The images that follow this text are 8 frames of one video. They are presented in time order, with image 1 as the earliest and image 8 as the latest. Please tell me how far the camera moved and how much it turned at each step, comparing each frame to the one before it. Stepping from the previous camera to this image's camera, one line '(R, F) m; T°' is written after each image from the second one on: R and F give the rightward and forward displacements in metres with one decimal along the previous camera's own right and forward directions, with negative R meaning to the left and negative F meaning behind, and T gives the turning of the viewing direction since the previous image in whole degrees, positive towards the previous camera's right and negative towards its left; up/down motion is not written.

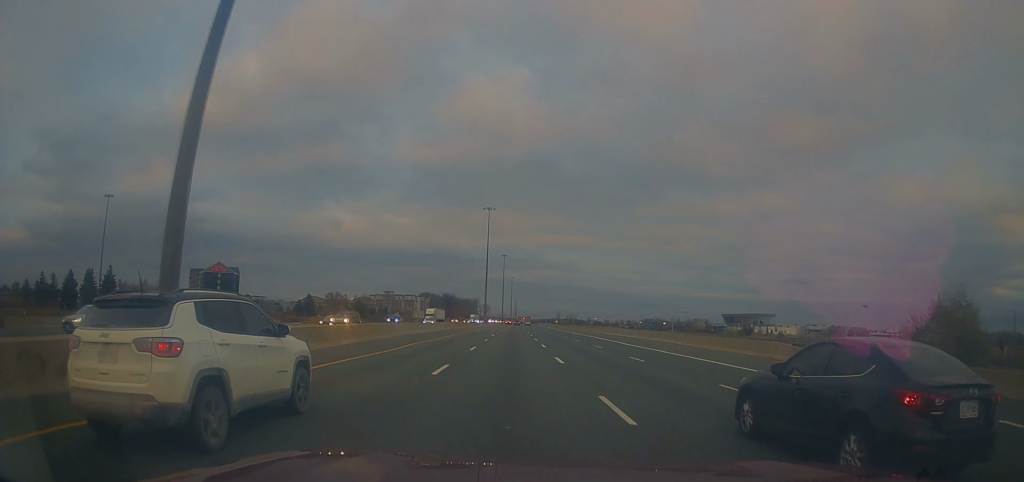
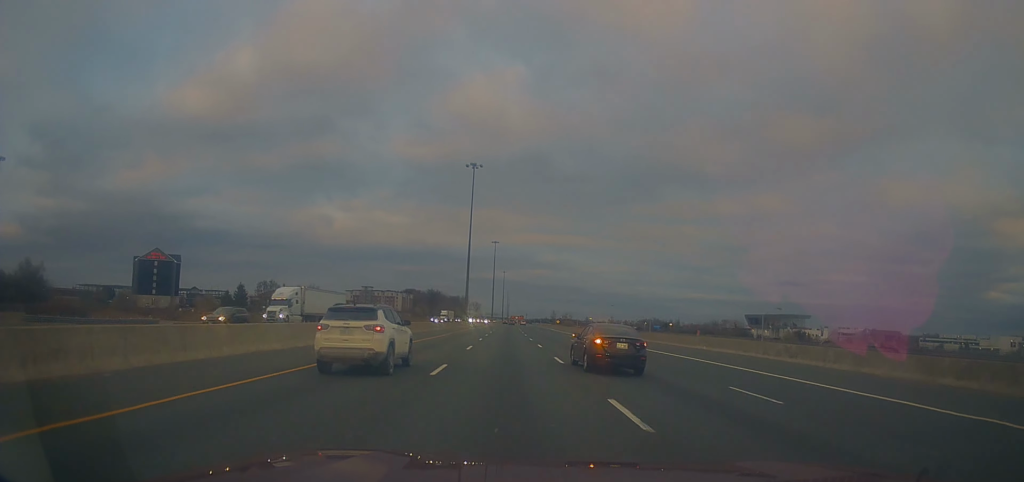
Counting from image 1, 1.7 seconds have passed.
(0.0, +49.5) m; +1°
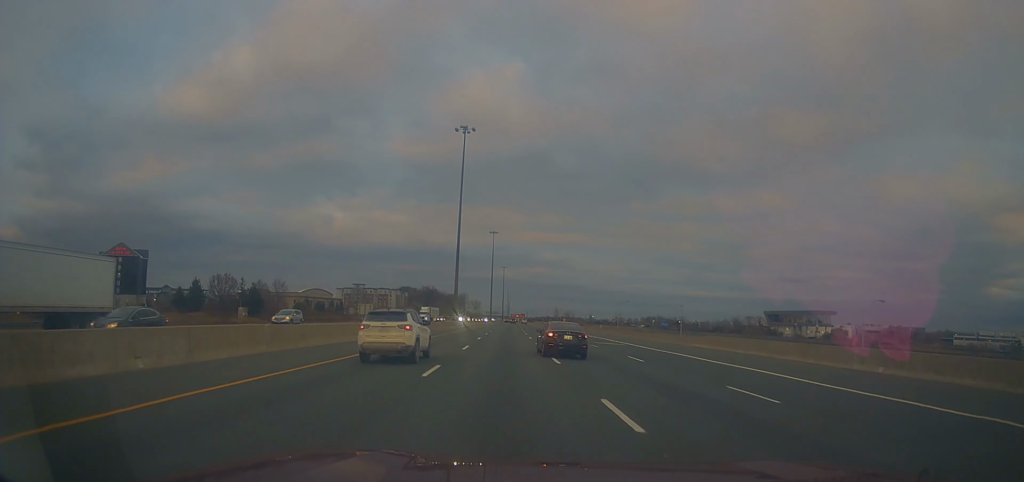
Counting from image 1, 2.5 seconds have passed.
(+0.1, +24.7) m; 0°
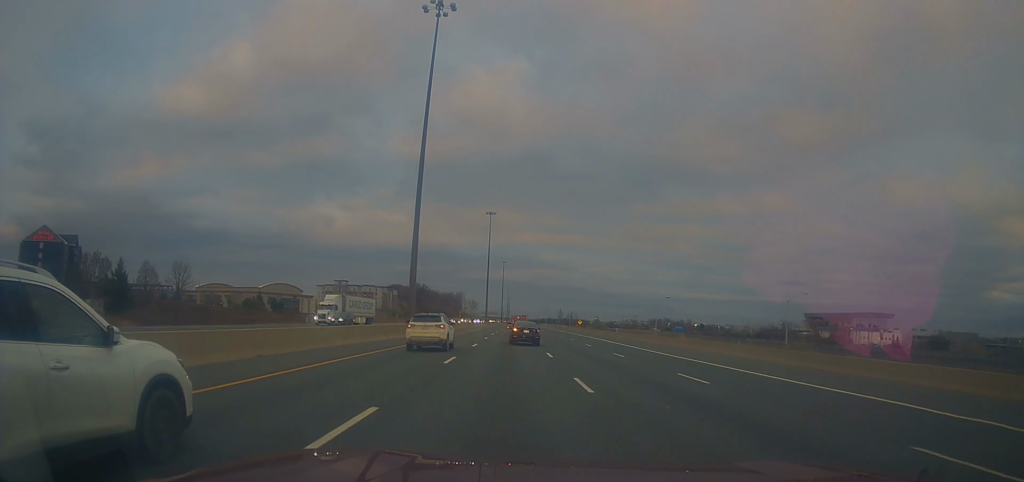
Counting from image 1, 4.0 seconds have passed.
(-0.1, +44.4) m; 0°
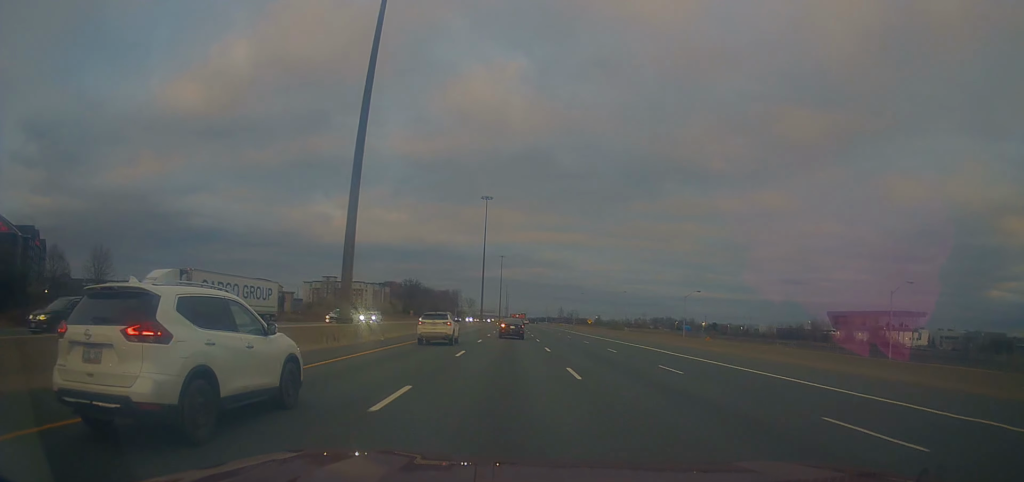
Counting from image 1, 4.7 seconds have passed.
(+0.2, +21.7) m; +1°
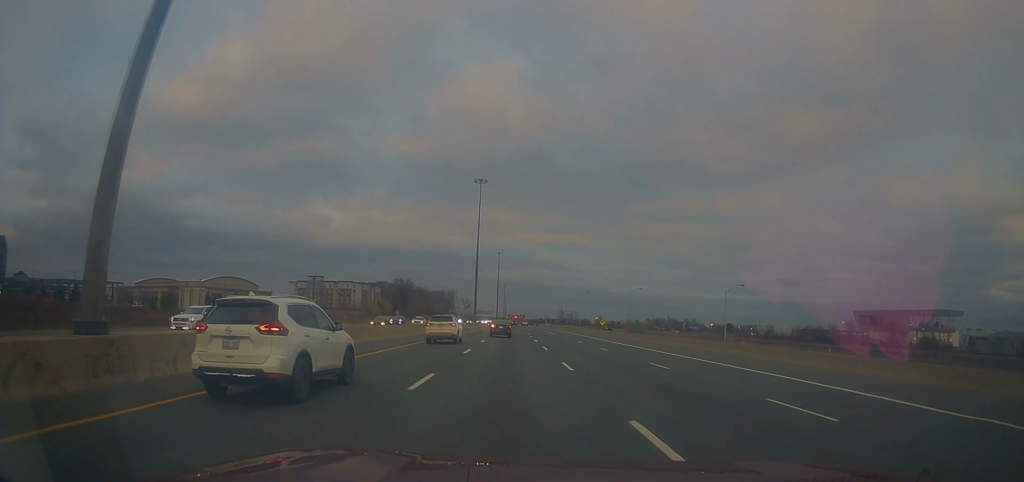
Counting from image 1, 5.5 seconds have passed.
(+0.2, +21.7) m; 0°
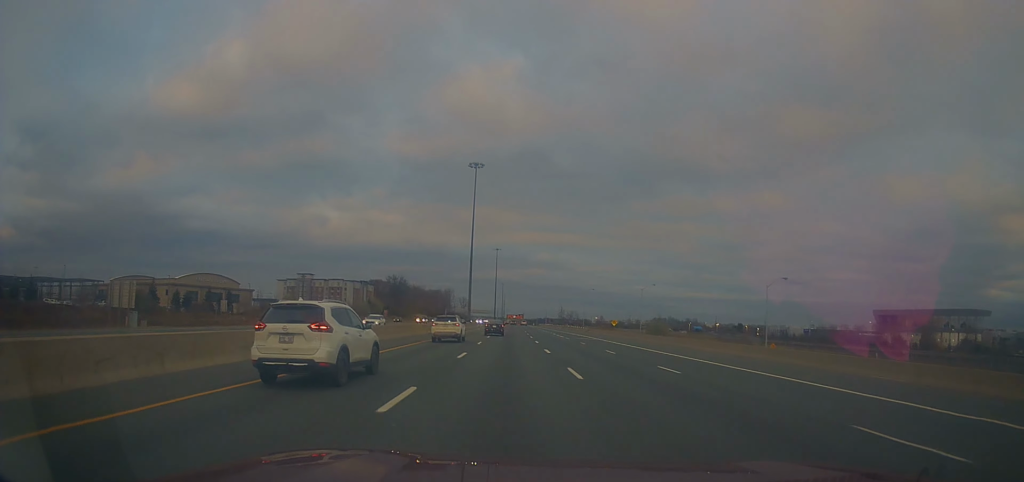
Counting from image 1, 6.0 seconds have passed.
(+0.1, +14.8) m; 0°
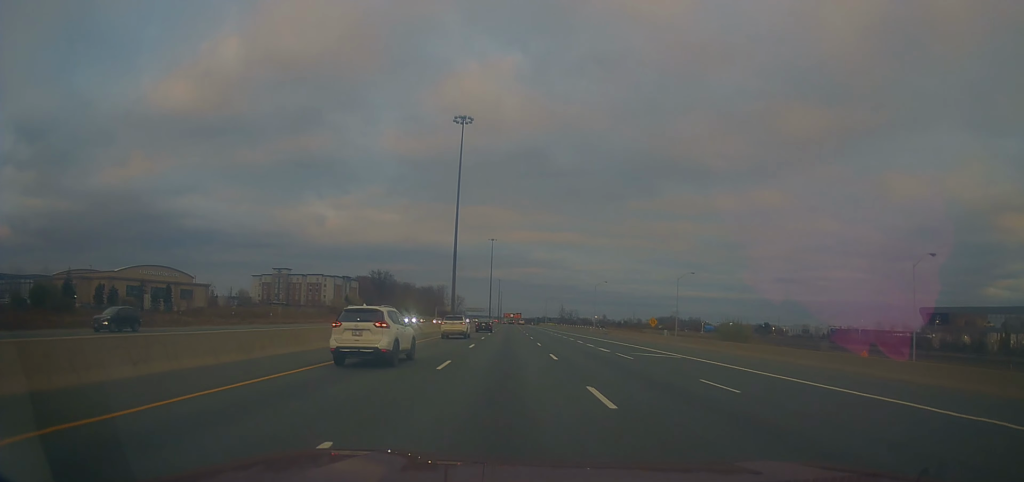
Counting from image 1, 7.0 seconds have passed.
(-0.1, +29.6) m; -1°
